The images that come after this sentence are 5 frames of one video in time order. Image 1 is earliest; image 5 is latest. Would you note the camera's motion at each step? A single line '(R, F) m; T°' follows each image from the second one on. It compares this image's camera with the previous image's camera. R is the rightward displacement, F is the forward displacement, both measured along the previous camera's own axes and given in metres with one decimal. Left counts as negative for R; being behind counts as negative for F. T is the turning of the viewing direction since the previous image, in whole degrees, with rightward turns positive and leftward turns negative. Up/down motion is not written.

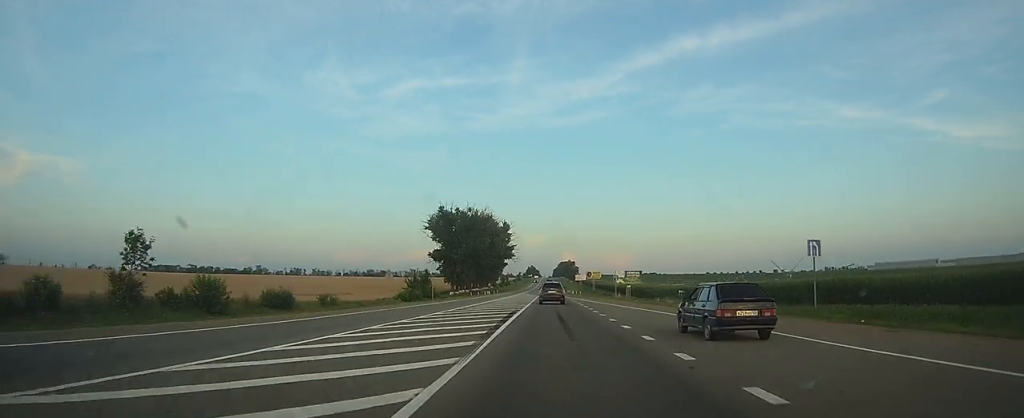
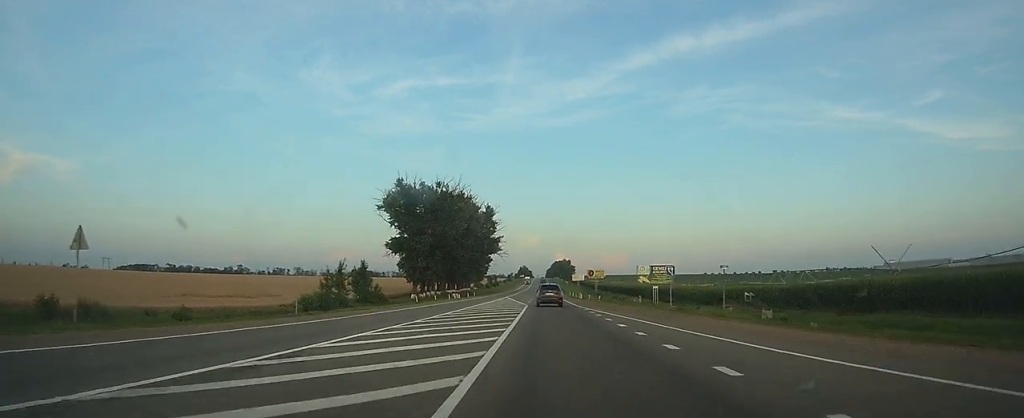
(-0.3, +36.7) m; -1°
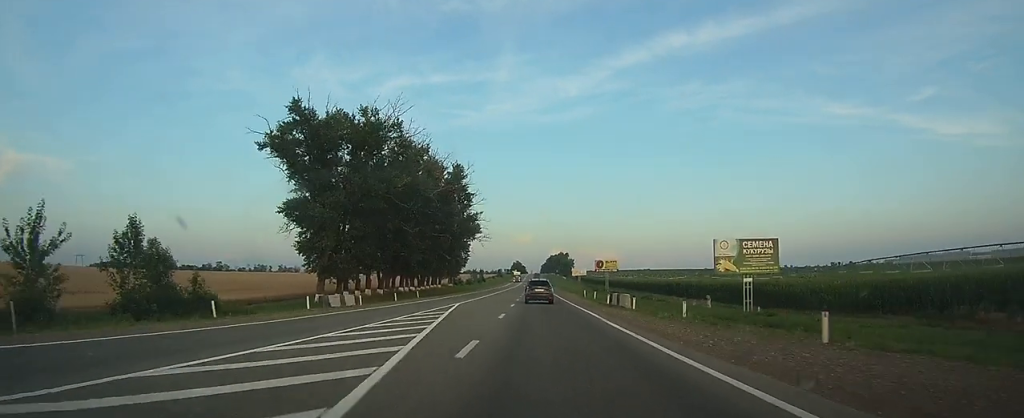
(+0.2, +44.2) m; +1°
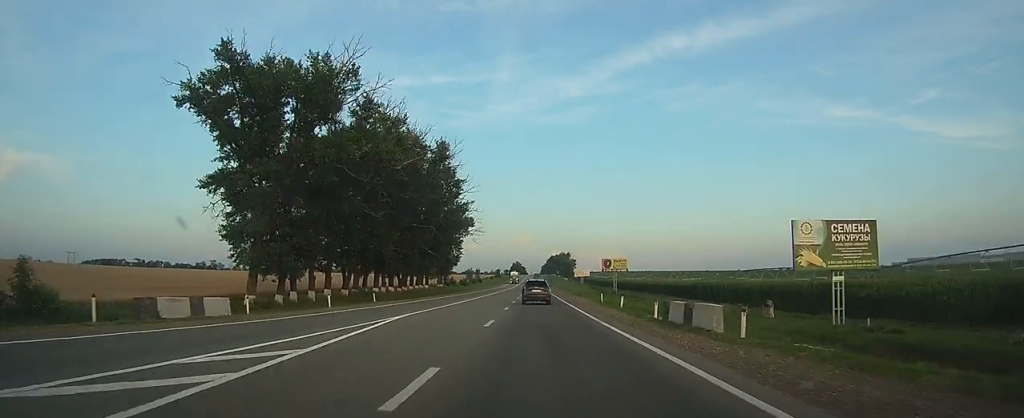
(+0.1, +16.1) m; 0°
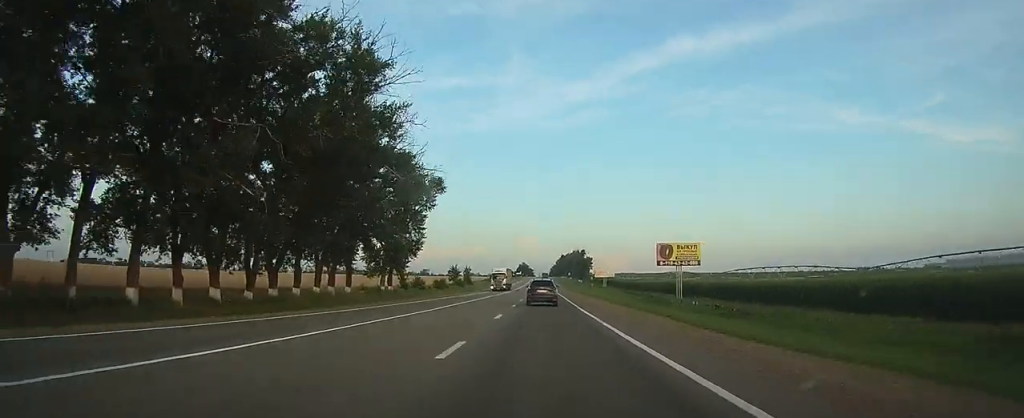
(0.0, +55.9) m; 0°
